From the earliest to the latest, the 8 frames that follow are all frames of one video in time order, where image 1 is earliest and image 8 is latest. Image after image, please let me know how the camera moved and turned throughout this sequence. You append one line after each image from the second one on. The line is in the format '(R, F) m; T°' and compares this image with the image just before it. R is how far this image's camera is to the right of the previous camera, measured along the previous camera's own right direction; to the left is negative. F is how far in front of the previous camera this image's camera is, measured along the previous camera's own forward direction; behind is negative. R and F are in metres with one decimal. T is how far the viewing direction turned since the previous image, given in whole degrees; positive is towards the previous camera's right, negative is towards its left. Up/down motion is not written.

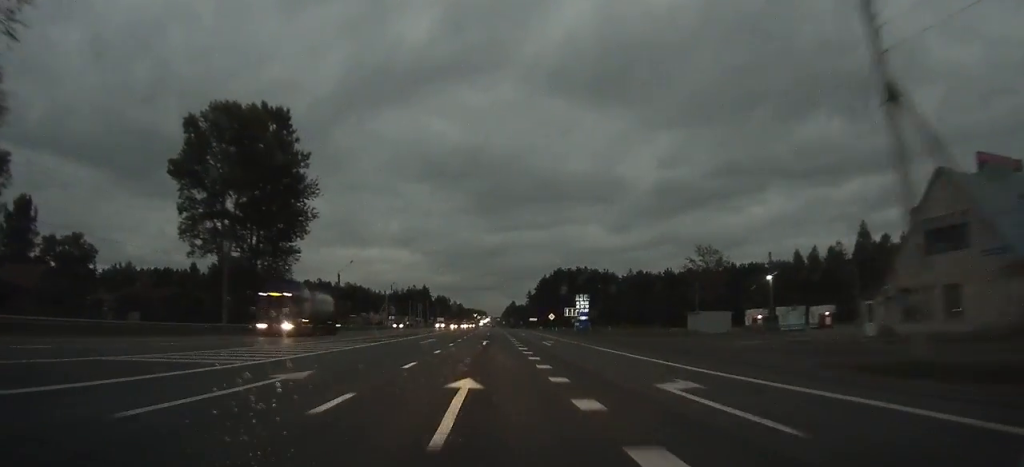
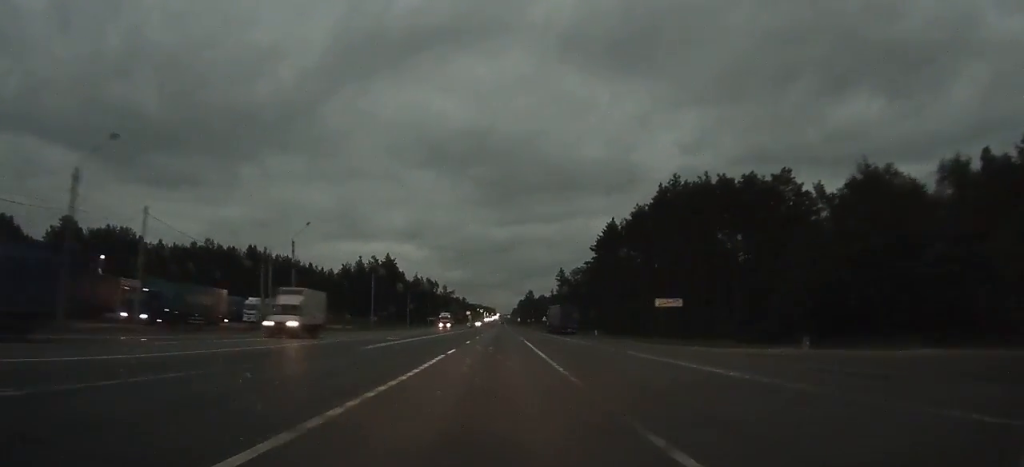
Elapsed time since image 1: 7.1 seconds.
(+0.4, +136.4) m; 0°
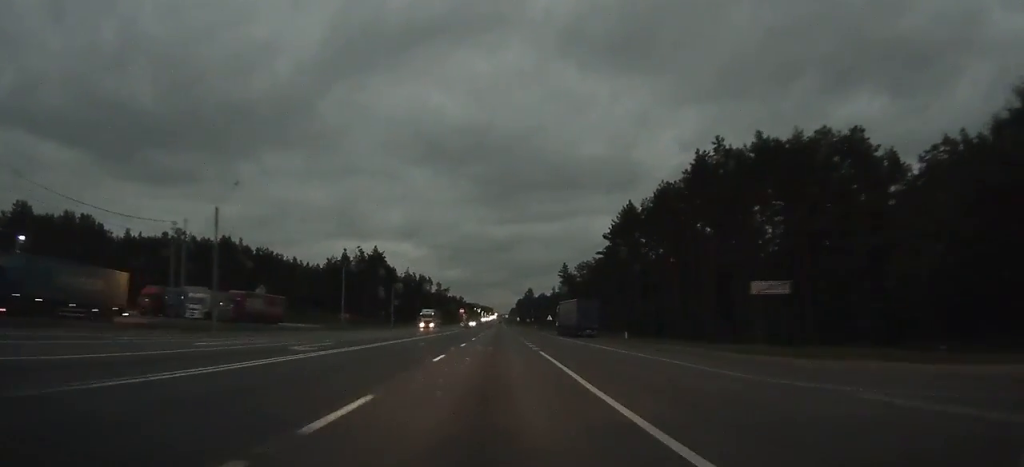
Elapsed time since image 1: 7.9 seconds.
(0.0, +17.4) m; 0°
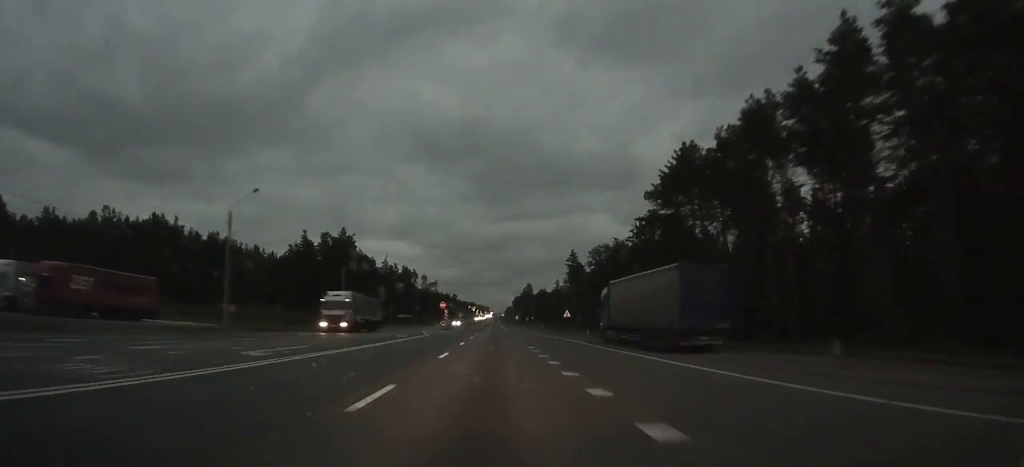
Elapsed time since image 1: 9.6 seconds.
(0.0, +33.9) m; 0°
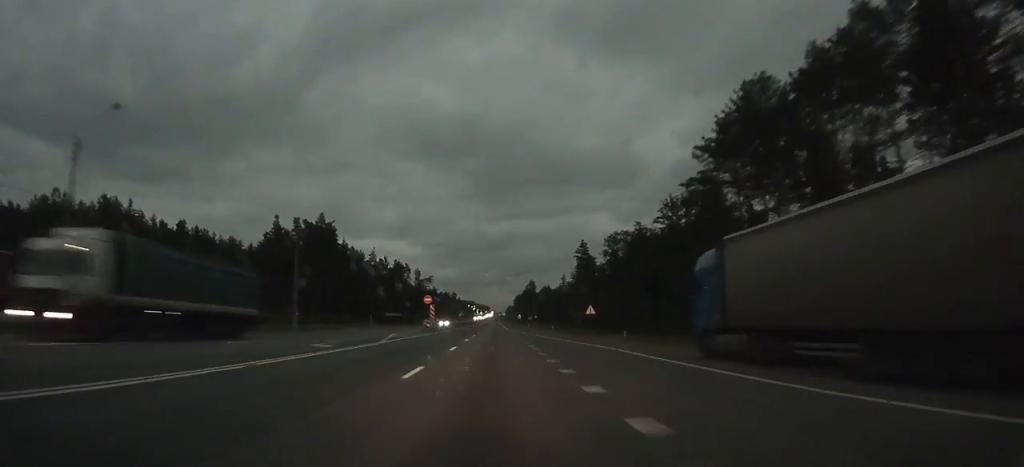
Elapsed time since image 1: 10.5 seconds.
(0.0, +19.2) m; 0°
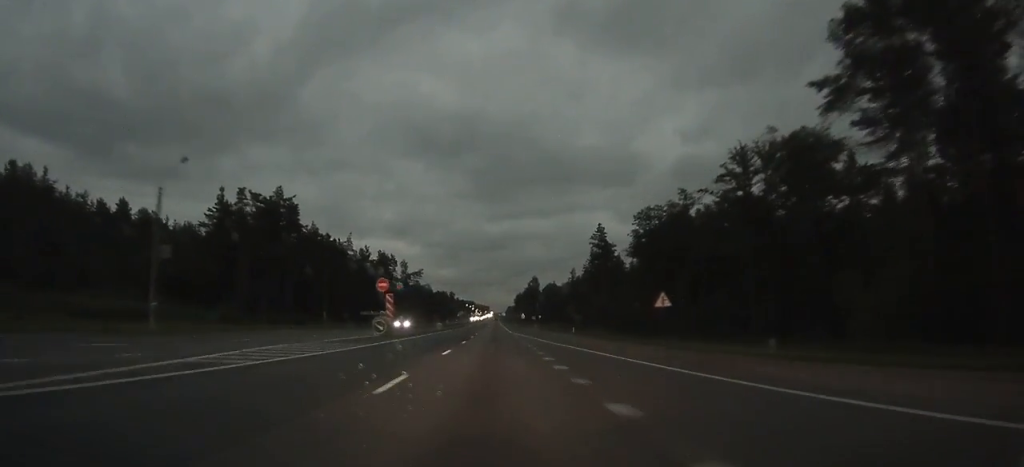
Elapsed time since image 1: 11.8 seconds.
(+0.1, +26.4) m; 0°
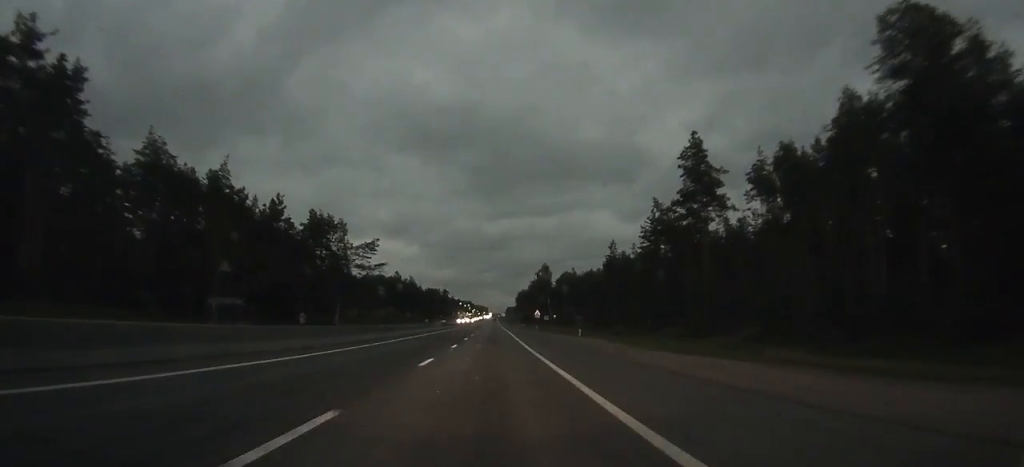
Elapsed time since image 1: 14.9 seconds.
(+0.1, +64.8) m; 0°
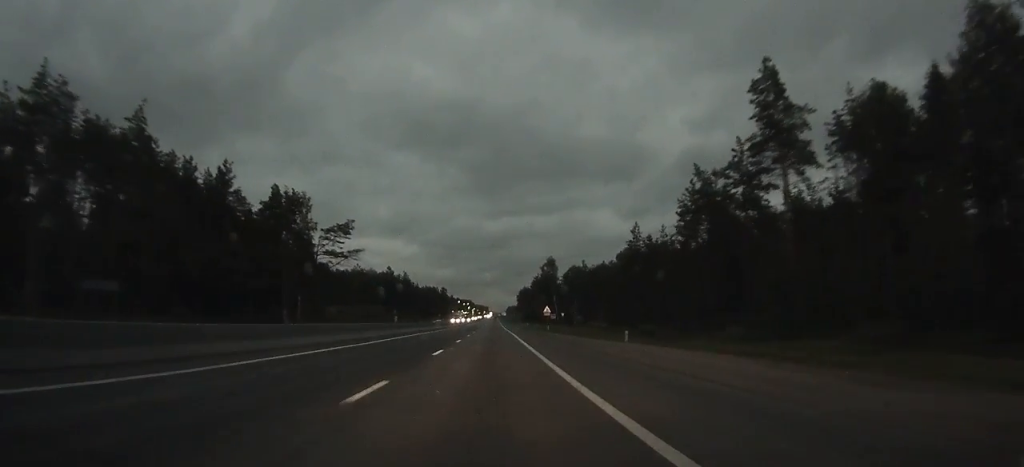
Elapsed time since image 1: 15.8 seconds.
(0.0, +20.0) m; 0°
